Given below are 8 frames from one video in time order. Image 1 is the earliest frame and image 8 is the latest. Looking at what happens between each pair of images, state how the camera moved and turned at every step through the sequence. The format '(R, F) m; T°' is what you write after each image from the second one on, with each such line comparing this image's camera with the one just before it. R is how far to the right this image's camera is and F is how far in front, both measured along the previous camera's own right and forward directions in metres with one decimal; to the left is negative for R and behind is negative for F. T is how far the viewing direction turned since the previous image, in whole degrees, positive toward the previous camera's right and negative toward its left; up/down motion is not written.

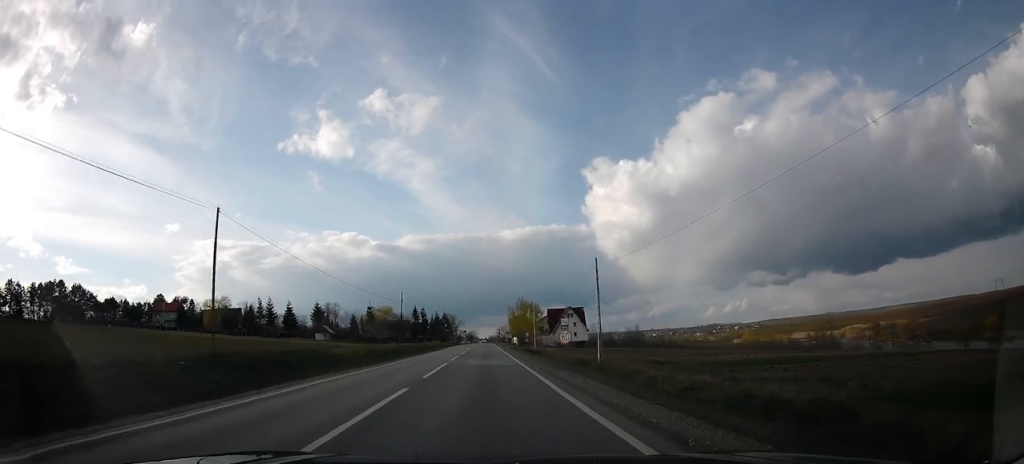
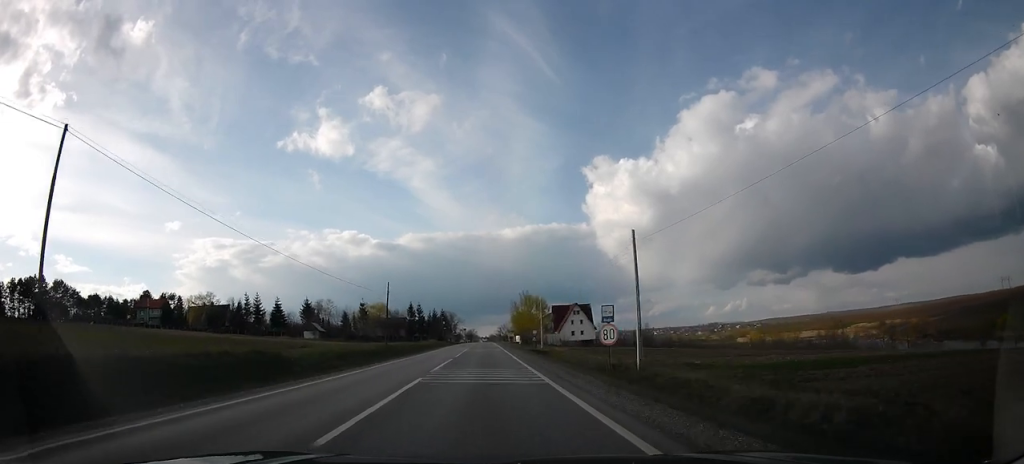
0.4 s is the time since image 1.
(+0.4, +10.0) m; +1°
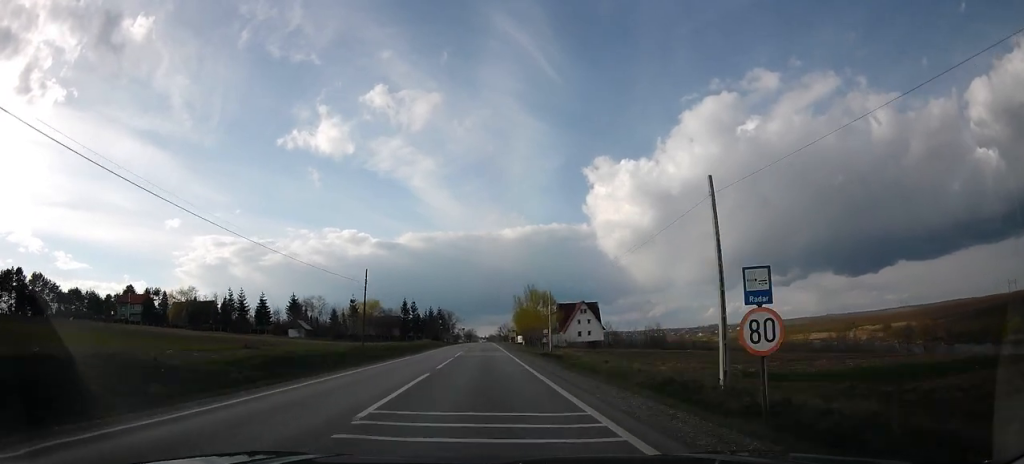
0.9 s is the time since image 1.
(+0.2, +10.7) m; +1°
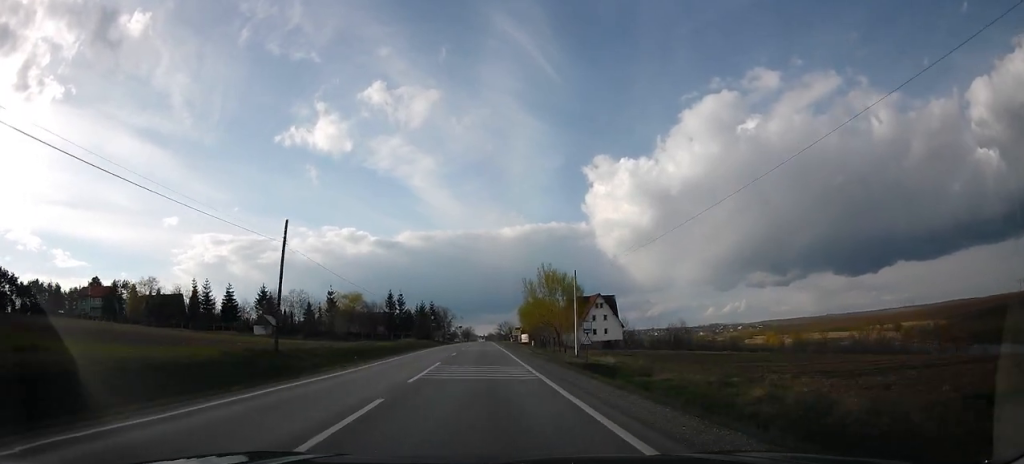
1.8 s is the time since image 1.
(+0.1, +20.1) m; 0°
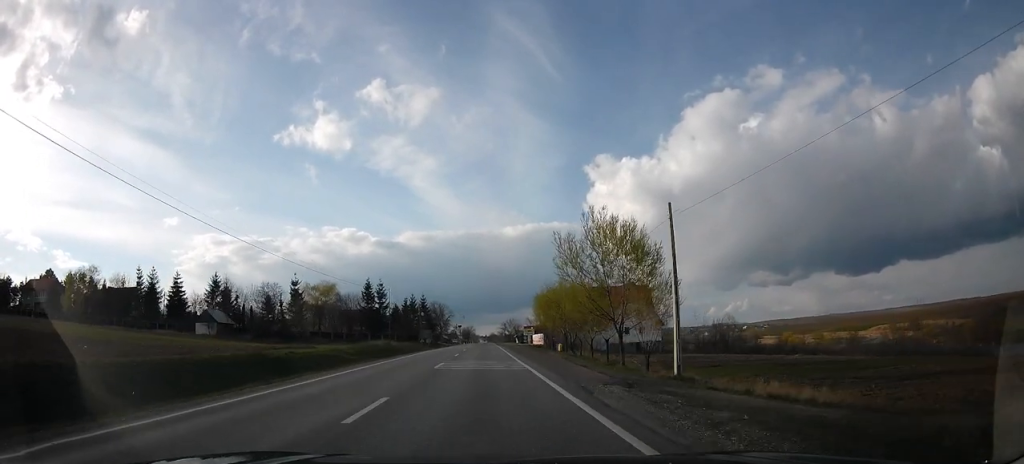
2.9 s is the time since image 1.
(0.0, +25.4) m; +2°
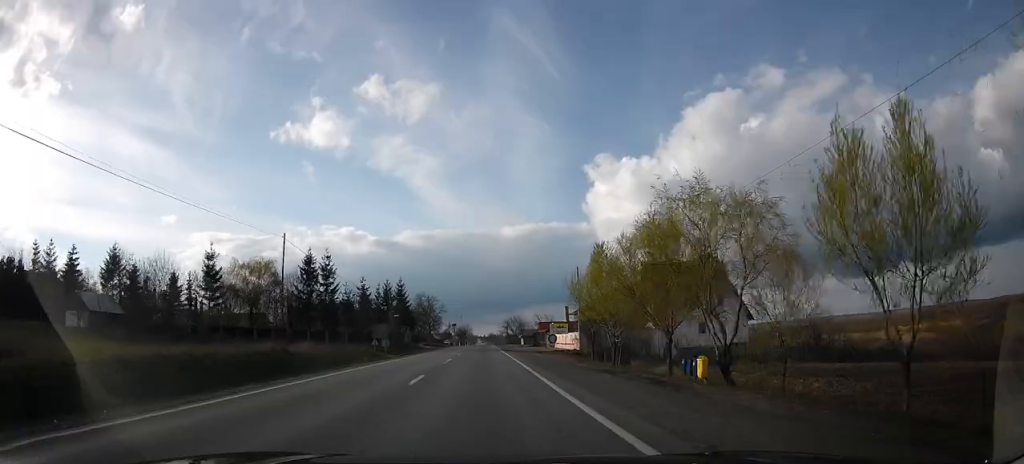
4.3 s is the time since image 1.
(+0.5, +32.7) m; -1°
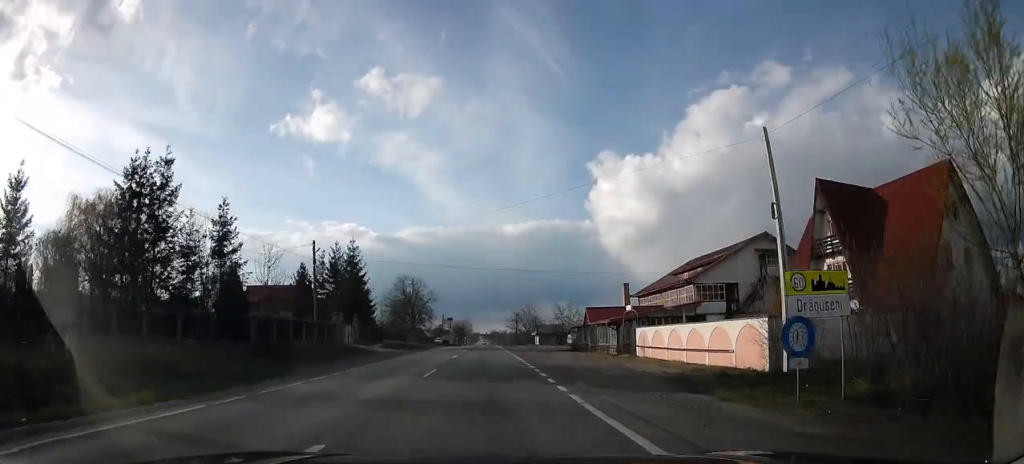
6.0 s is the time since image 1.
(-0.9, +35.7) m; -2°
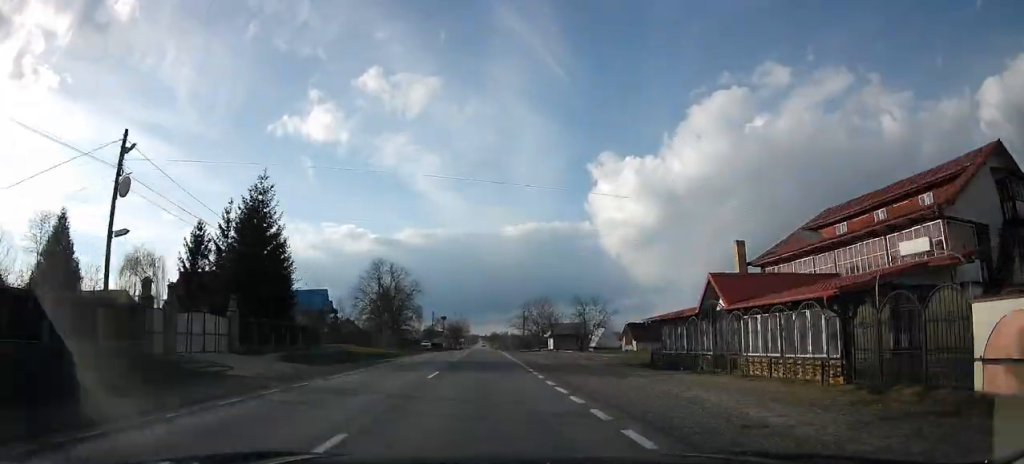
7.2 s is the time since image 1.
(0.0, +24.2) m; -1°
